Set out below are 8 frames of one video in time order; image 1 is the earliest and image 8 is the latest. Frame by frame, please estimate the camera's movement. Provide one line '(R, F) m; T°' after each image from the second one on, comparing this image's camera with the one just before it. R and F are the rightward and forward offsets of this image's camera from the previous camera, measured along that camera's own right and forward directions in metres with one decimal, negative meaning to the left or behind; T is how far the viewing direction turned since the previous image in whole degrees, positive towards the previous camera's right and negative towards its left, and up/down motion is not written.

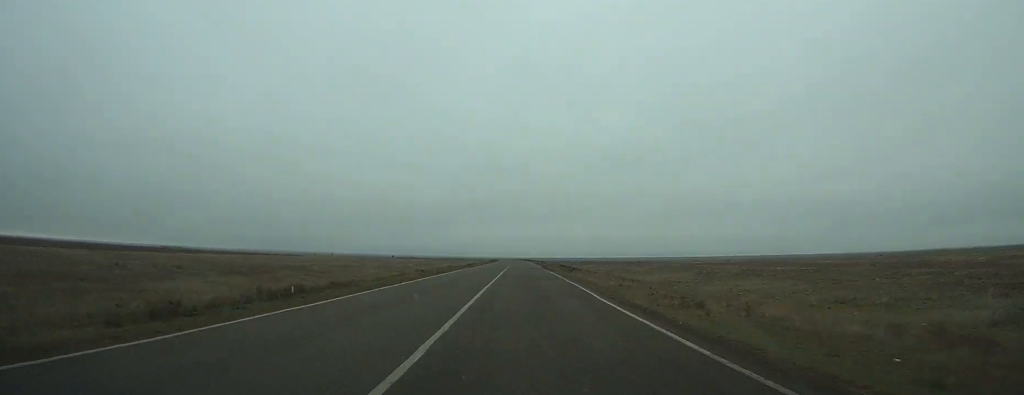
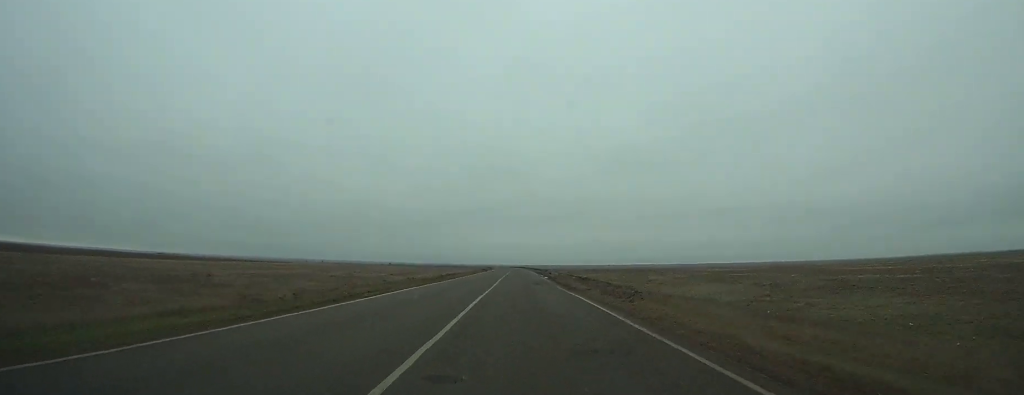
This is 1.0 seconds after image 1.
(0.0, +24.9) m; 0°
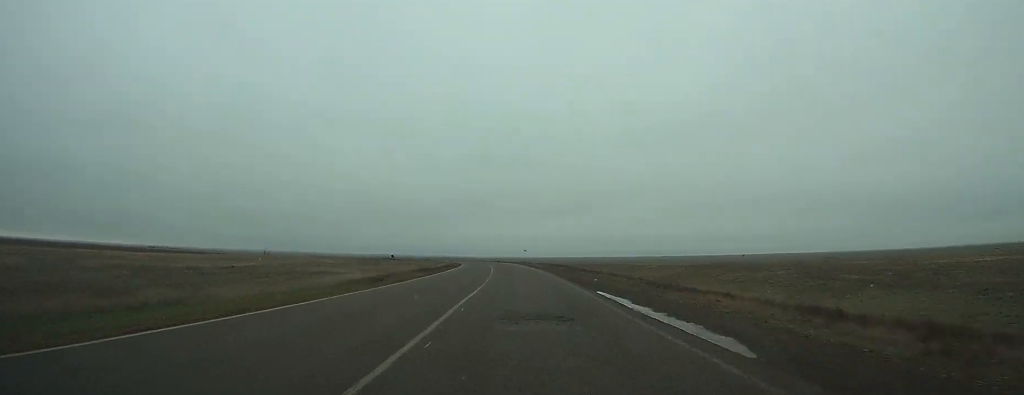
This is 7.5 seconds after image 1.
(-1.5, +162.9) m; -2°
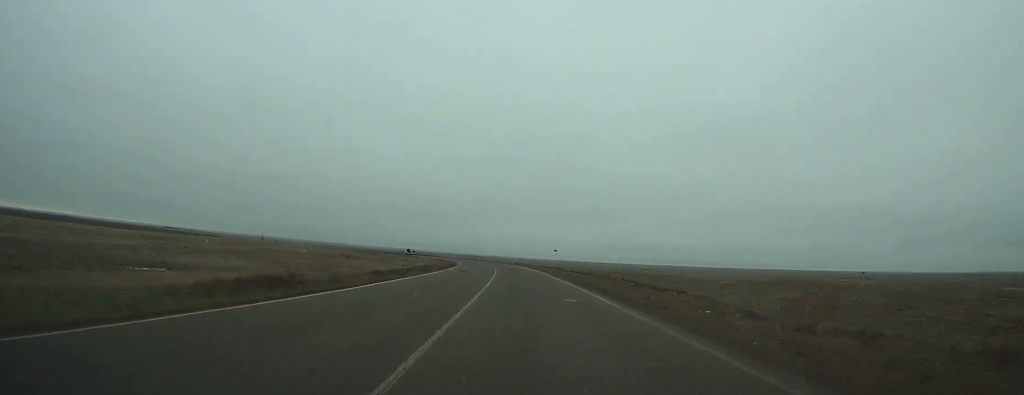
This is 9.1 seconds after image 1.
(-0.3, +36.4) m; -1°
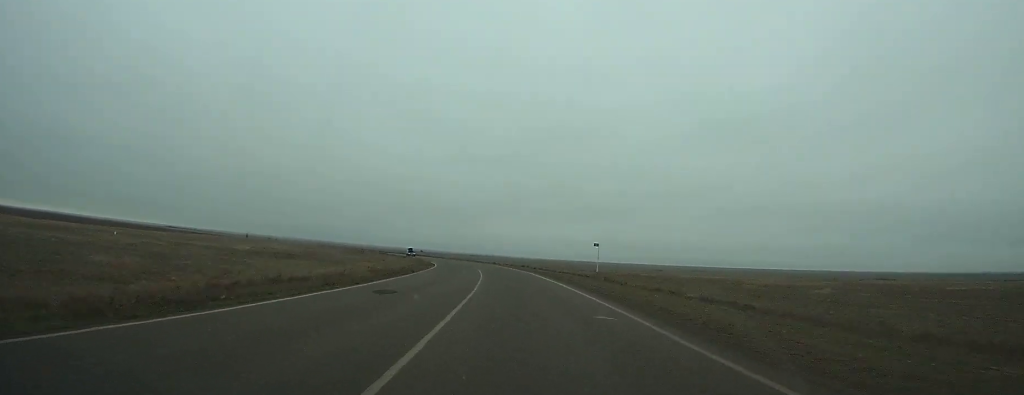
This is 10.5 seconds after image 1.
(-0.4, +31.3) m; -1°
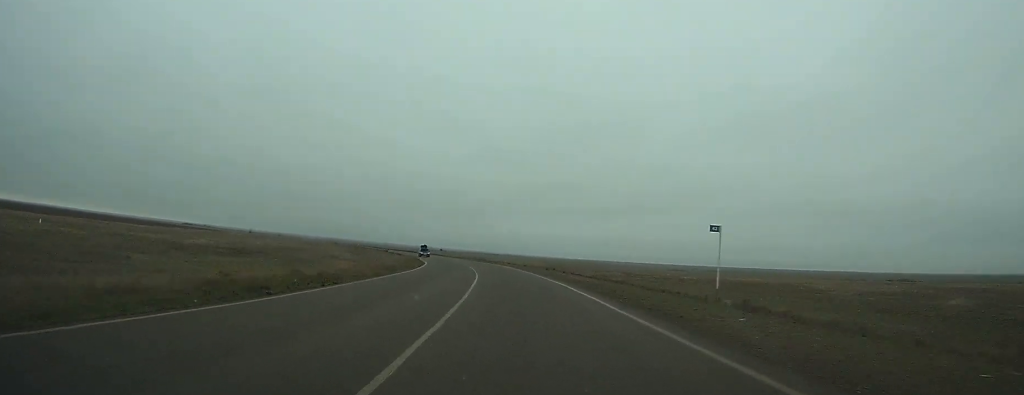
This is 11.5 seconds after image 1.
(-0.2, +21.9) m; -2°
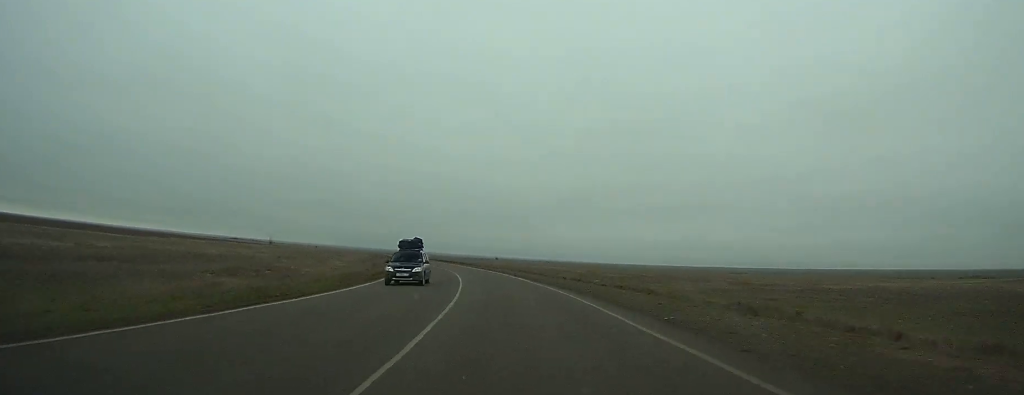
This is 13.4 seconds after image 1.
(-1.3, +44.7) m; -5°
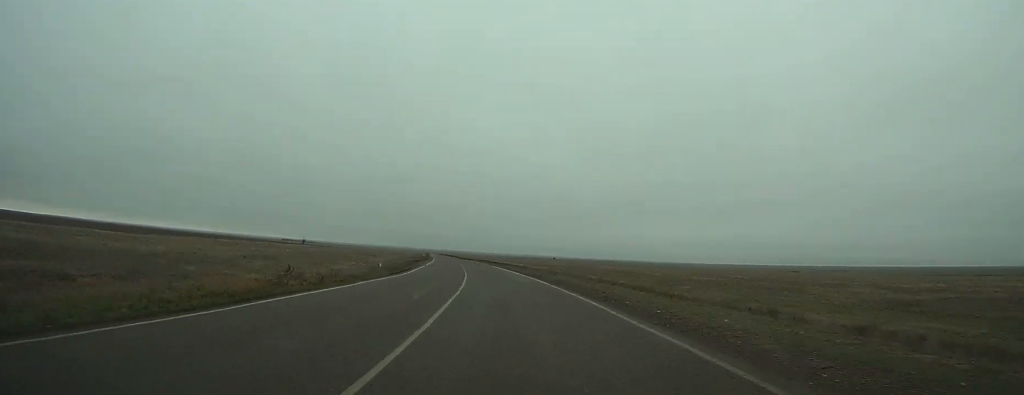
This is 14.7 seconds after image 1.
(-0.7, +30.1) m; -4°
